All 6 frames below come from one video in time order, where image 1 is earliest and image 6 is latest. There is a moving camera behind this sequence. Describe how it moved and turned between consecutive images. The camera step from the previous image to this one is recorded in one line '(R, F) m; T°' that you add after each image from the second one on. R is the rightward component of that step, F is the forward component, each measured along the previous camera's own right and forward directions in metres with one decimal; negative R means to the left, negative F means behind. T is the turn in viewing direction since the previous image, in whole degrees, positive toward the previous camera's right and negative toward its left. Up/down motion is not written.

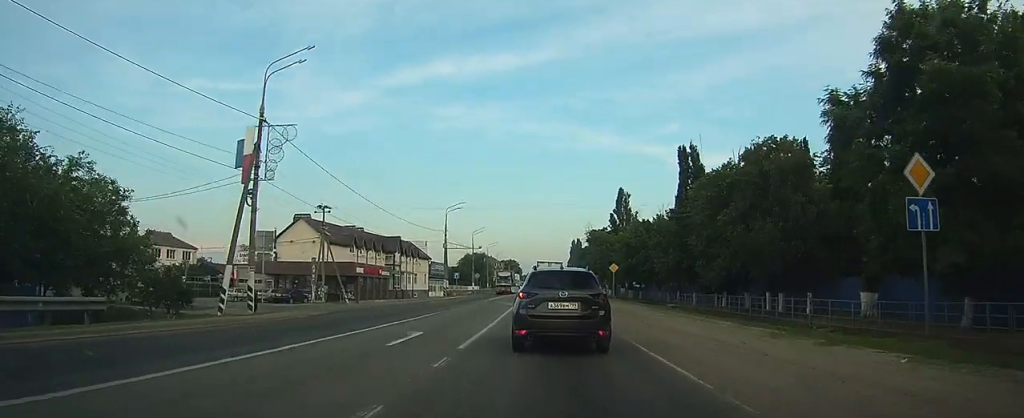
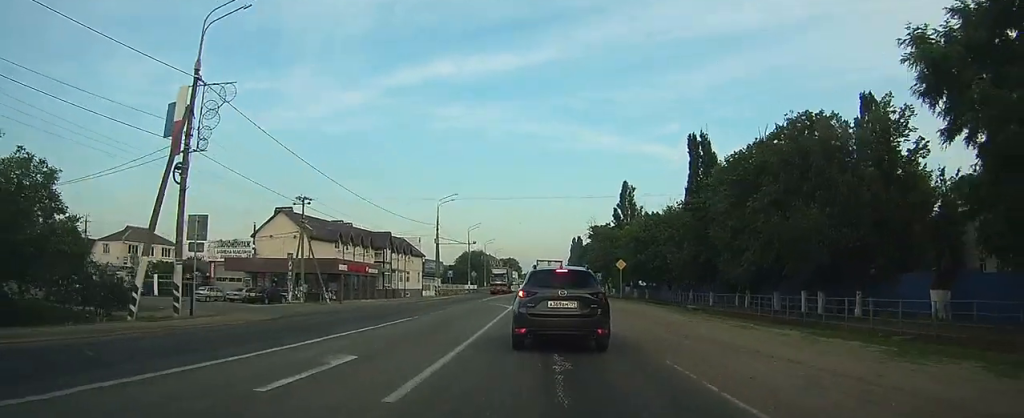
(0.0, +5.4) m; 0°
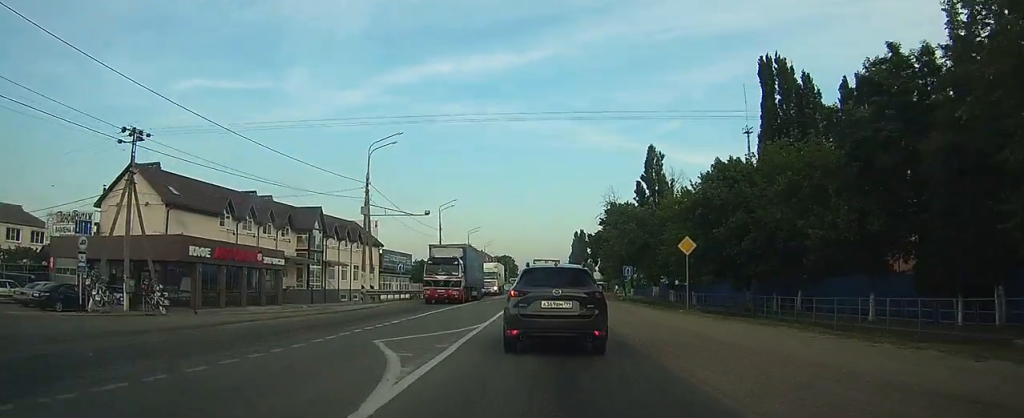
(0.0, +25.4) m; 0°
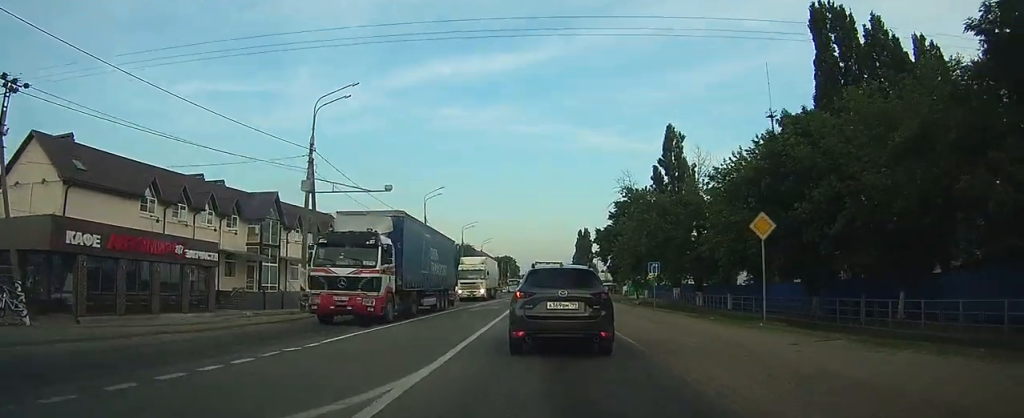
(0.0, +10.6) m; 0°
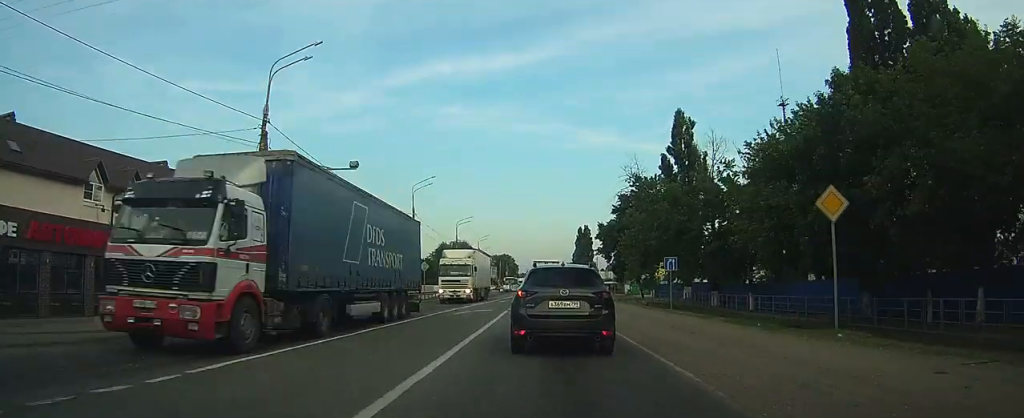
(0.0, +5.5) m; 0°
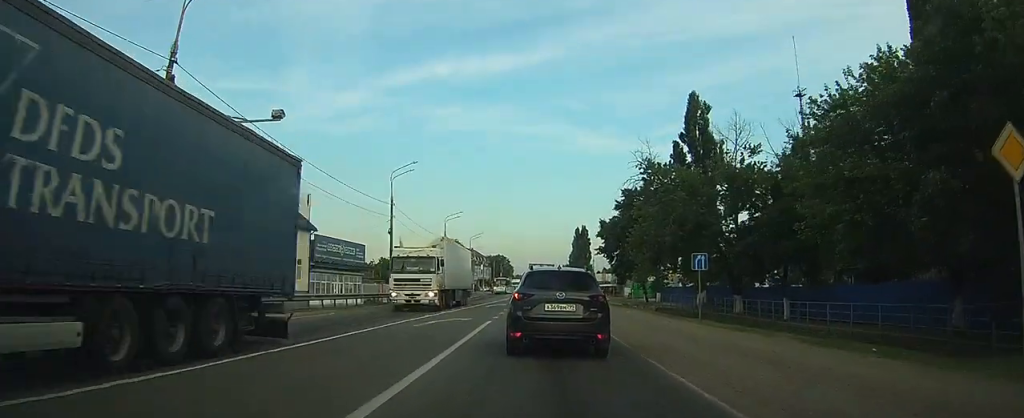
(0.0, +7.3) m; 0°
